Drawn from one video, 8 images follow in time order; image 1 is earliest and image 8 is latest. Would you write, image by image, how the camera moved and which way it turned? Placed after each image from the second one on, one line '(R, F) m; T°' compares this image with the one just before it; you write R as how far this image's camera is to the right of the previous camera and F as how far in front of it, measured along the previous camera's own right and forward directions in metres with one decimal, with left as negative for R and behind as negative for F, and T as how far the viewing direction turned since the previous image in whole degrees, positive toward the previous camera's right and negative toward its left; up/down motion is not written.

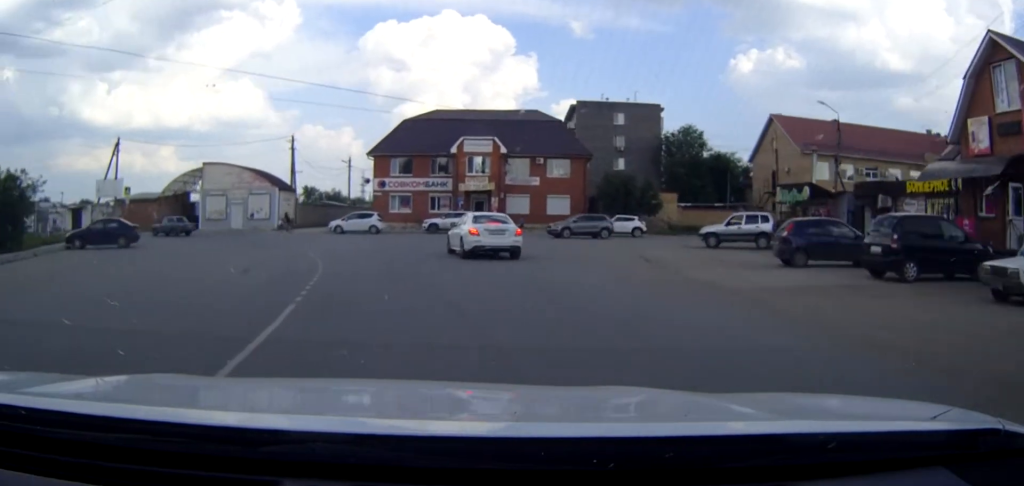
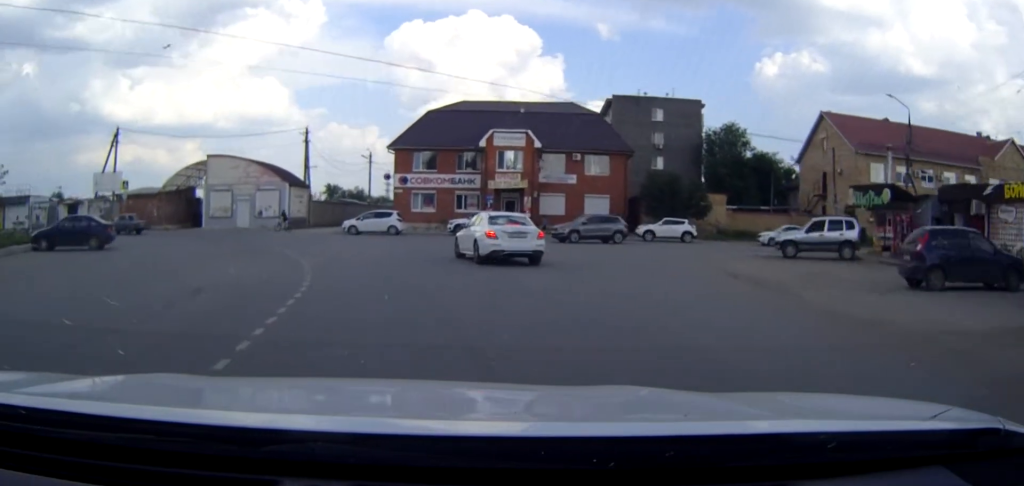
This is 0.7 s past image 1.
(0.0, +5.9) m; -2°
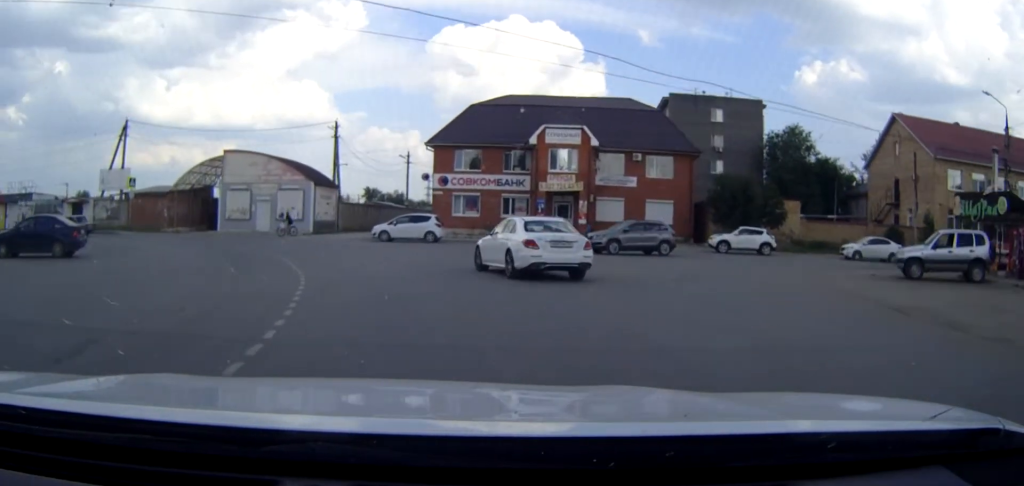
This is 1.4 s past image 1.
(-0.2, +6.2) m; -3°
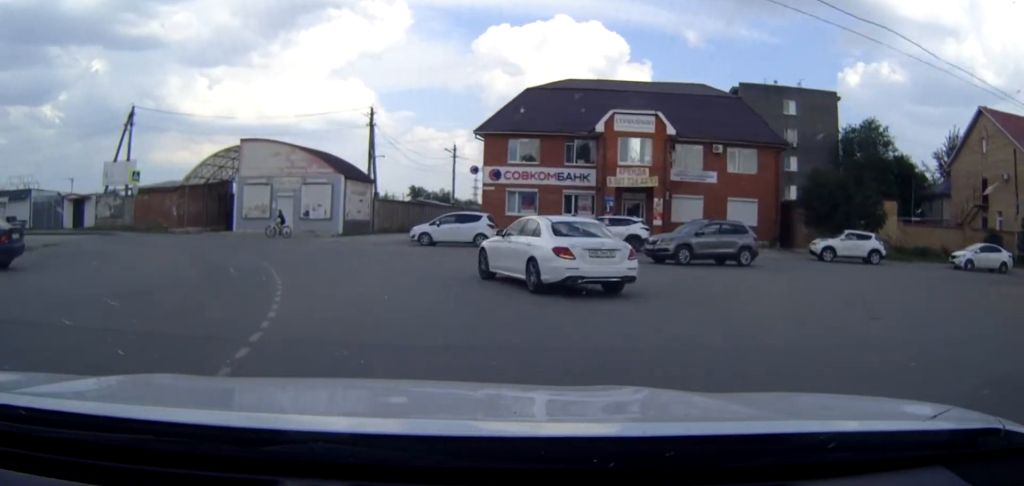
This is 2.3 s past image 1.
(-0.2, +7.5) m; -4°
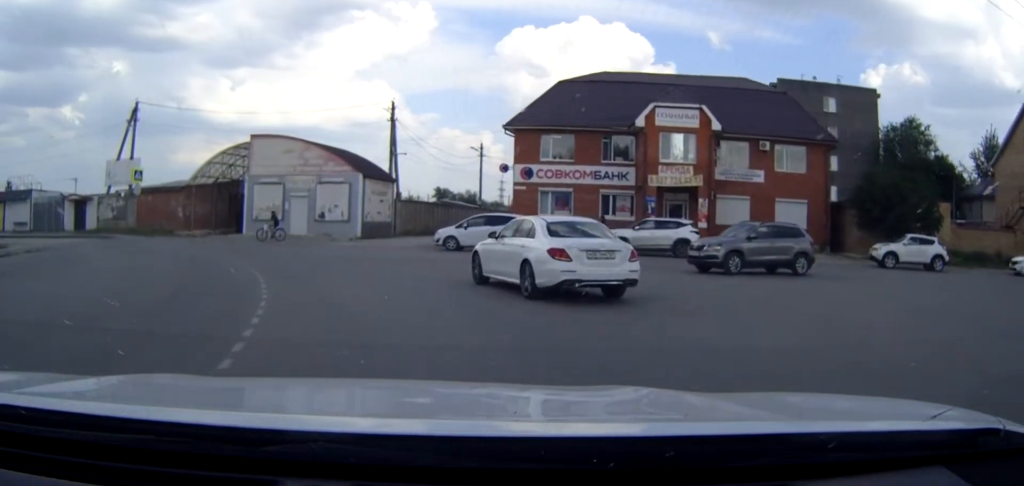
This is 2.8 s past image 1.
(0.0, +3.8) m; -2°
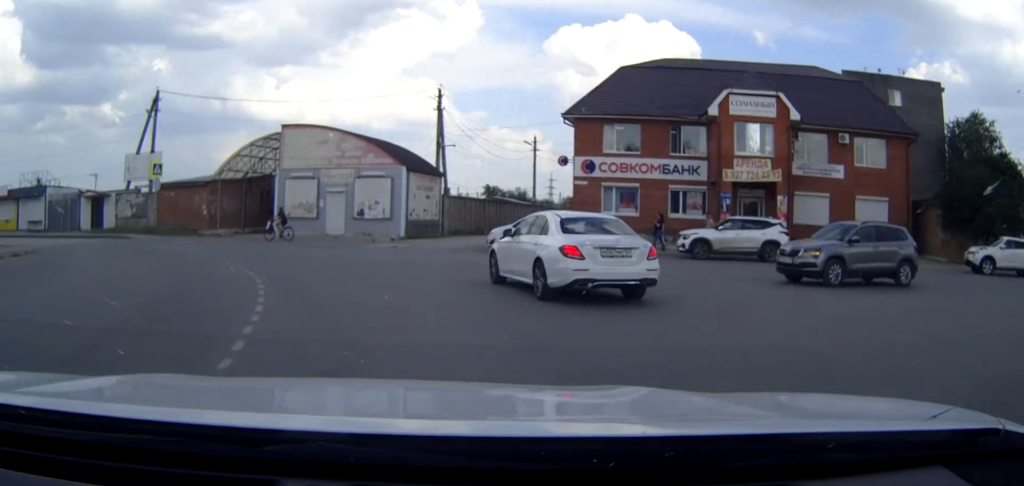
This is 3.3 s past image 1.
(-0.2, +4.4) m; -3°
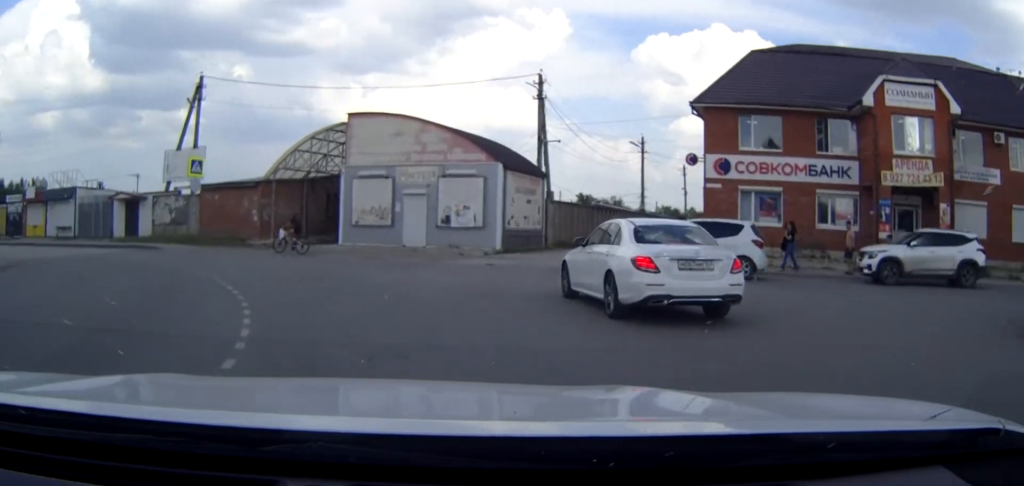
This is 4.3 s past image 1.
(-0.3, +7.3) m; -6°
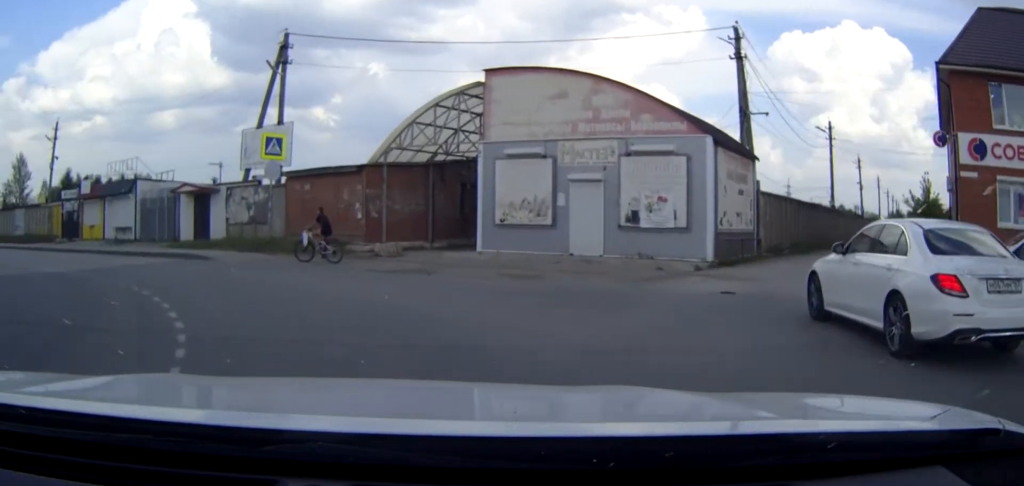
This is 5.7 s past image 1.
(-0.9, +9.2) m; -12°
